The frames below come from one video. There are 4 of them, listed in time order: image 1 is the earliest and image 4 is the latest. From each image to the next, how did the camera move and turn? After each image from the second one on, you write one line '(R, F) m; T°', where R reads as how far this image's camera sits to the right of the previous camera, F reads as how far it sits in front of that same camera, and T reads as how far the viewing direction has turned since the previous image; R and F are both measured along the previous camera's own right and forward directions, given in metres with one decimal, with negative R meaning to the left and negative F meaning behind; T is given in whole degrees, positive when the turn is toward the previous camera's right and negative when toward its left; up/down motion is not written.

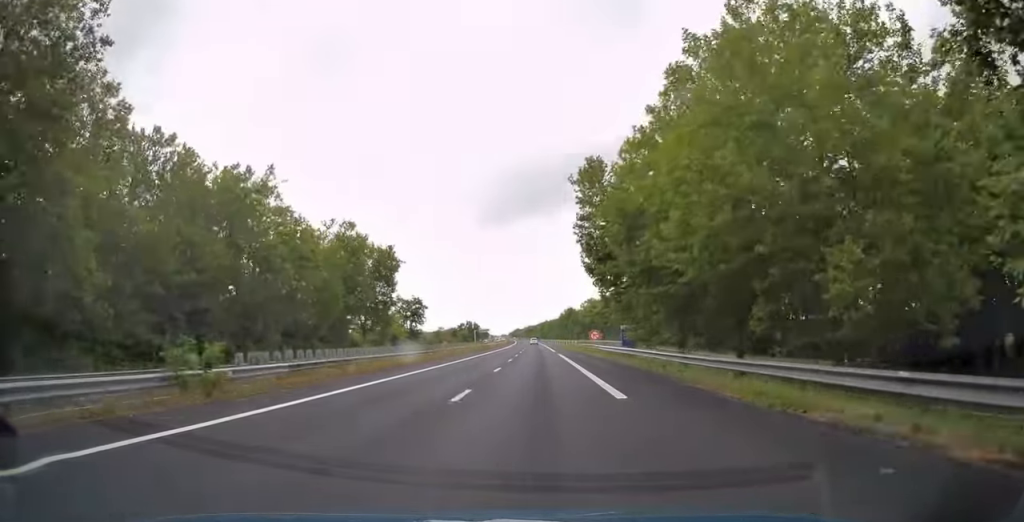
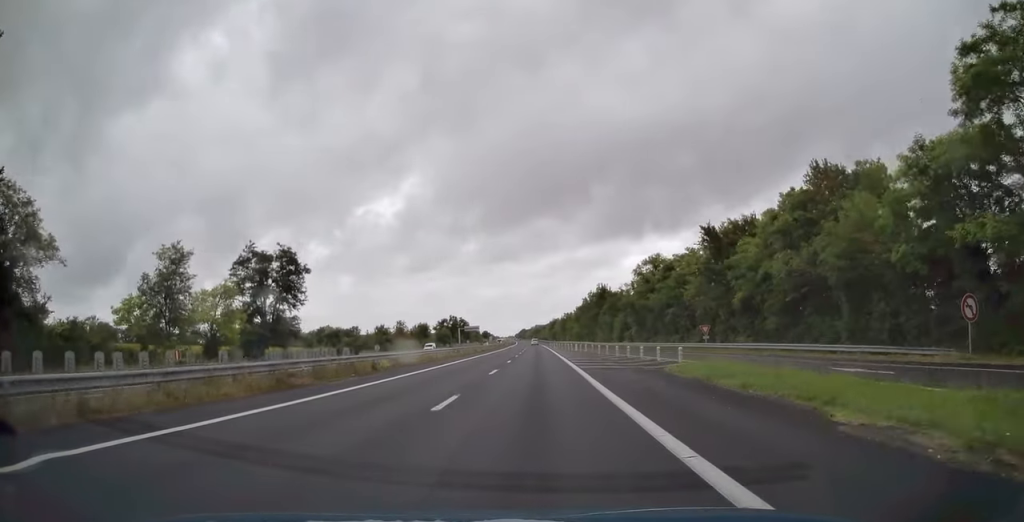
(-0.3, +79.2) m; -1°
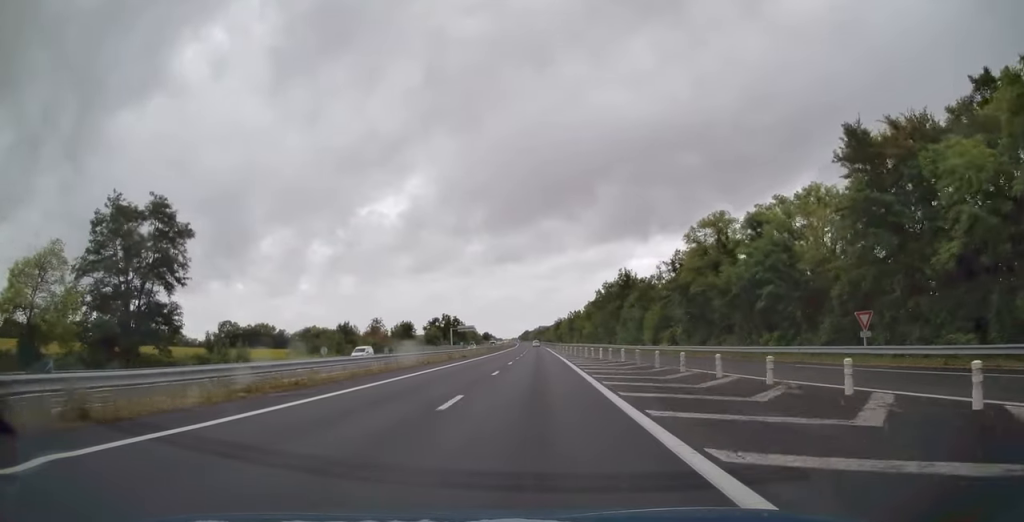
(-0.1, +25.7) m; 0°
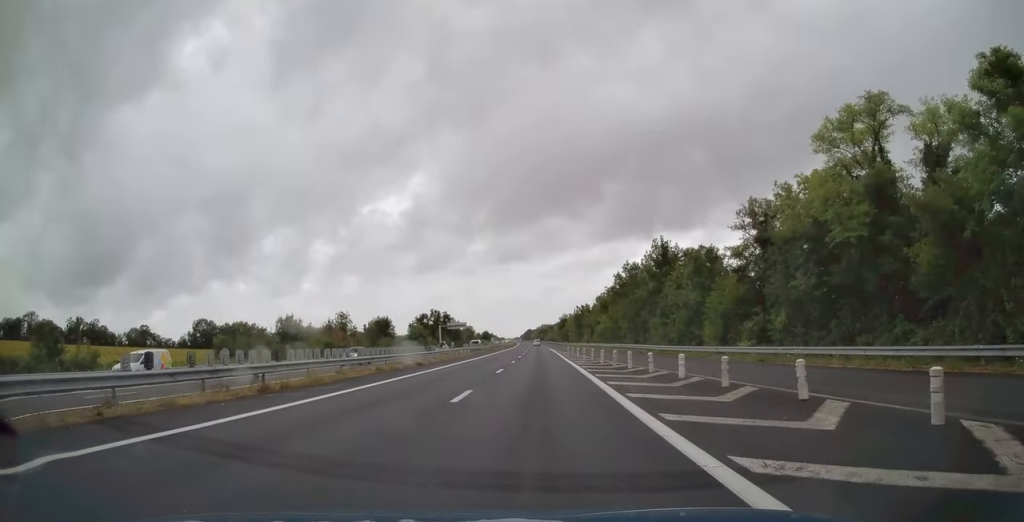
(-0.1, +24.5) m; 0°
